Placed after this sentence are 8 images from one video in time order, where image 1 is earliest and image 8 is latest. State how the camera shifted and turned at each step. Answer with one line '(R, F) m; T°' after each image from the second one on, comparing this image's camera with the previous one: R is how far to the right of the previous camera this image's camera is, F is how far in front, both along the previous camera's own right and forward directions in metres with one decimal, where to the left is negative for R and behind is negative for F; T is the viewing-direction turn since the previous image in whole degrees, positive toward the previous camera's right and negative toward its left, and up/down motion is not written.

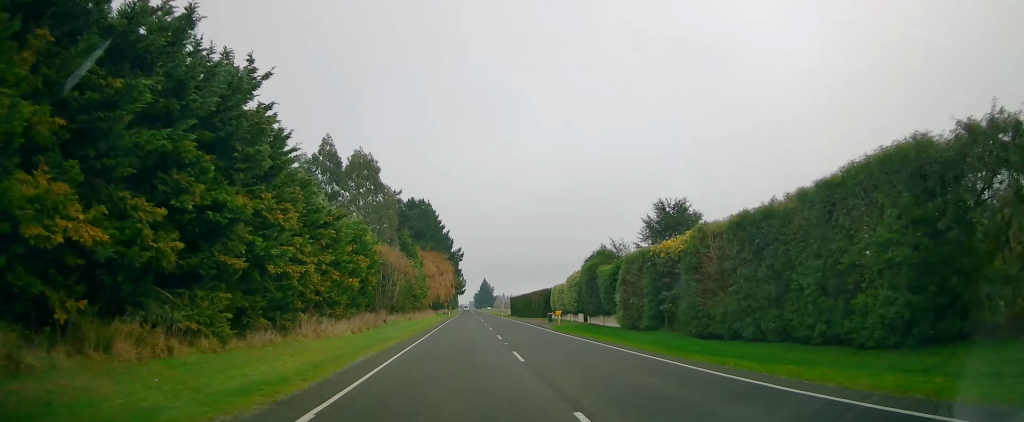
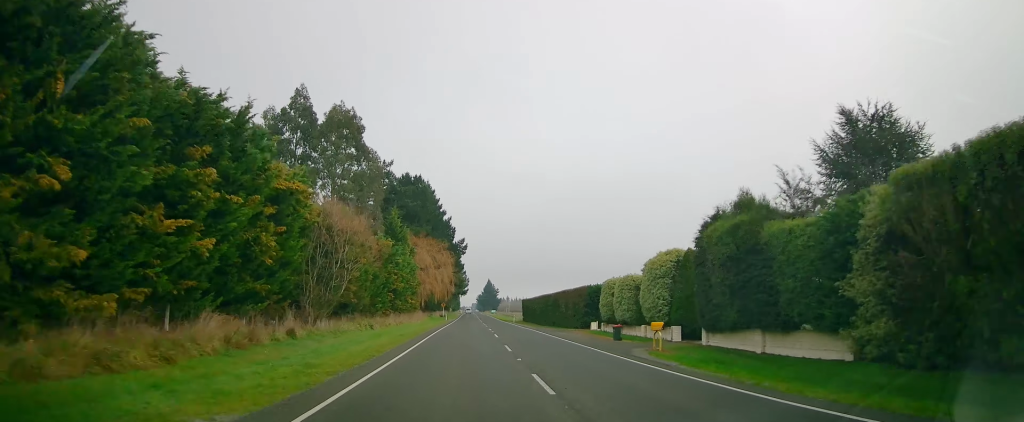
(+0.2, +24.7) m; -1°
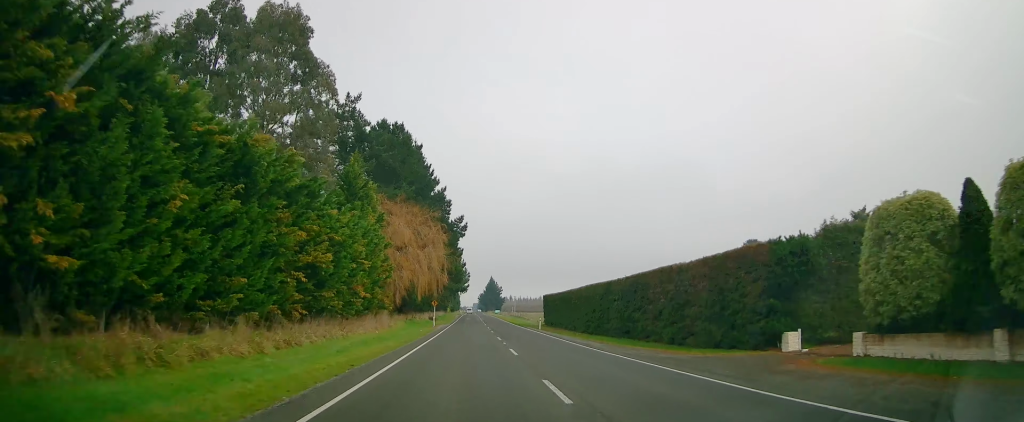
(-0.7, +30.9) m; 0°
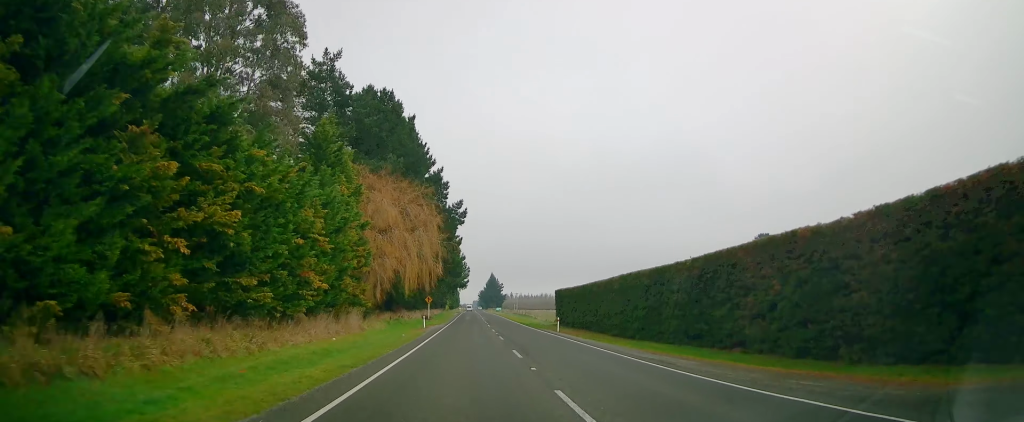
(+0.2, +11.5) m; 0°
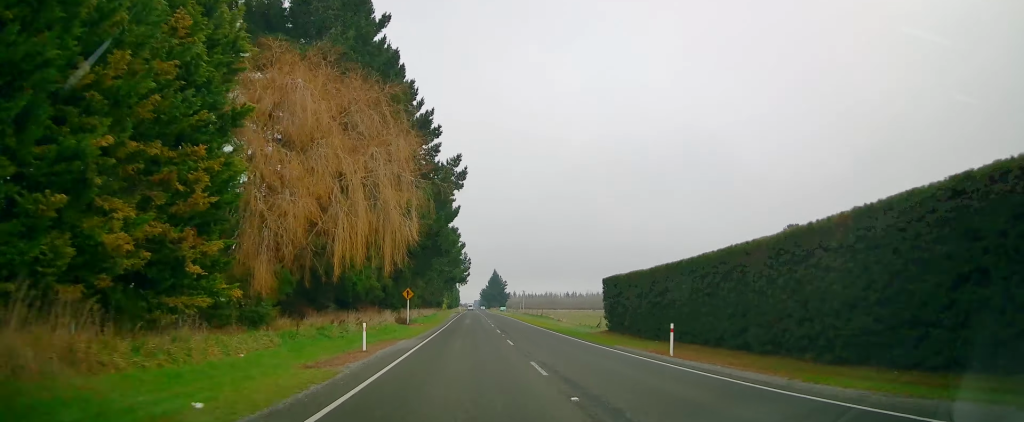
(+0.1, +24.7) m; 0°
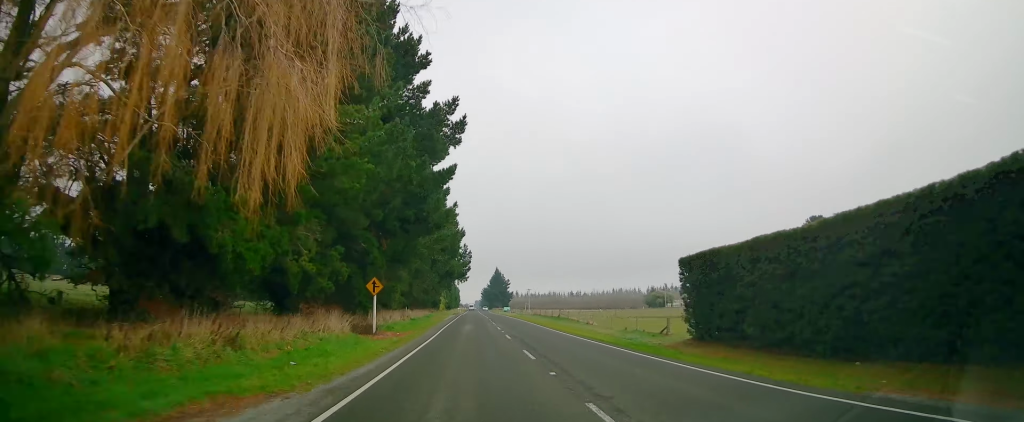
(-0.1, +16.8) m; 0°
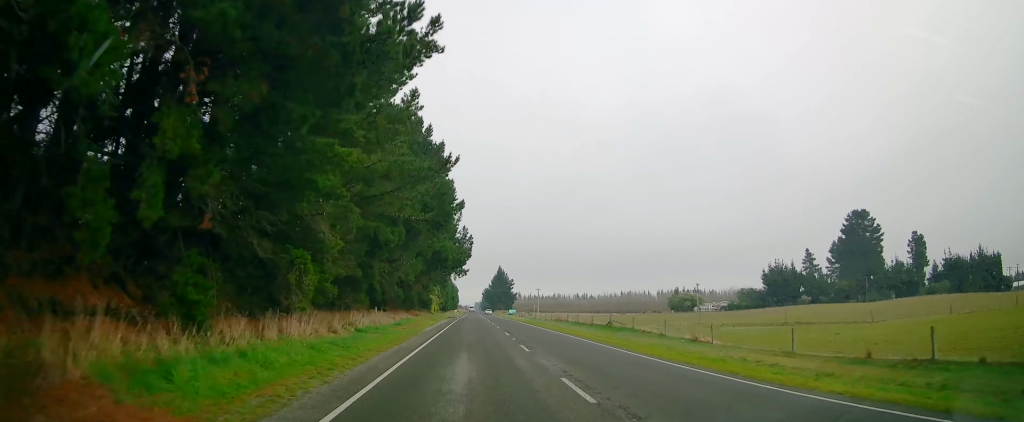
(-0.1, +26.5) m; 0°
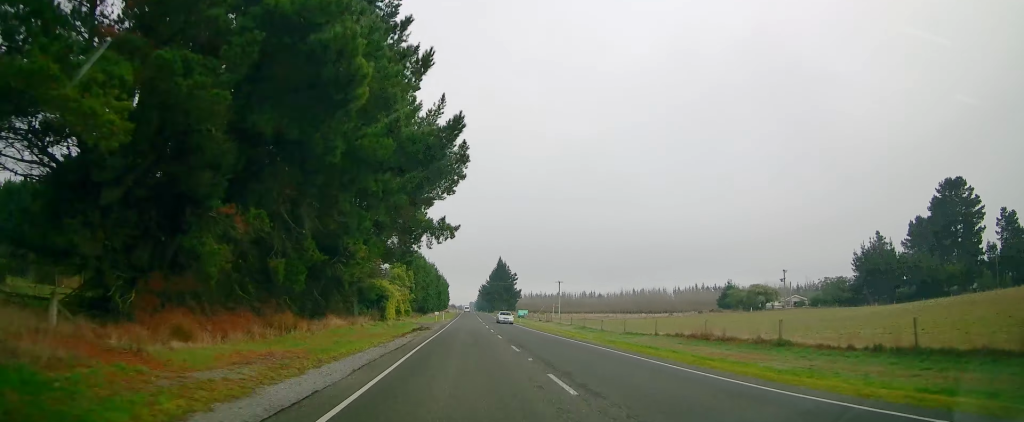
(+0.6, +48.6) m; +1°
